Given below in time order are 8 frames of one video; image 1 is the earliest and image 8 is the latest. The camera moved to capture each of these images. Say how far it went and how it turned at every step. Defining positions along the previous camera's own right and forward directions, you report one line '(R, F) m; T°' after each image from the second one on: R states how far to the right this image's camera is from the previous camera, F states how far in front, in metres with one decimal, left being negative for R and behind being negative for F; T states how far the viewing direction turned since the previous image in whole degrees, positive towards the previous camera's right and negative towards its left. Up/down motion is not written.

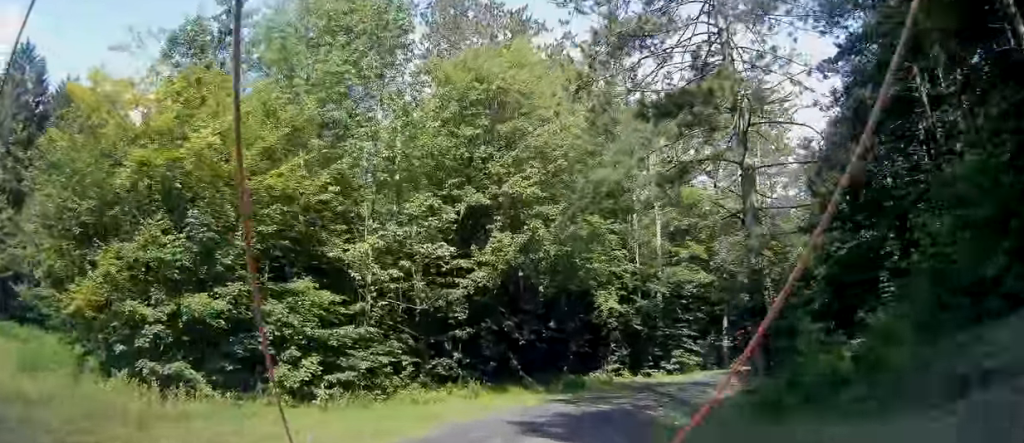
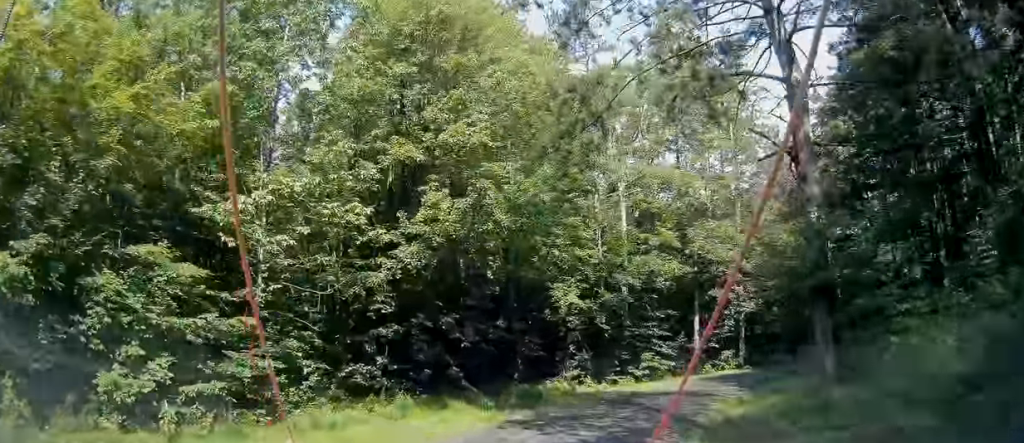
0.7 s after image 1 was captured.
(0.0, +5.9) m; 0°
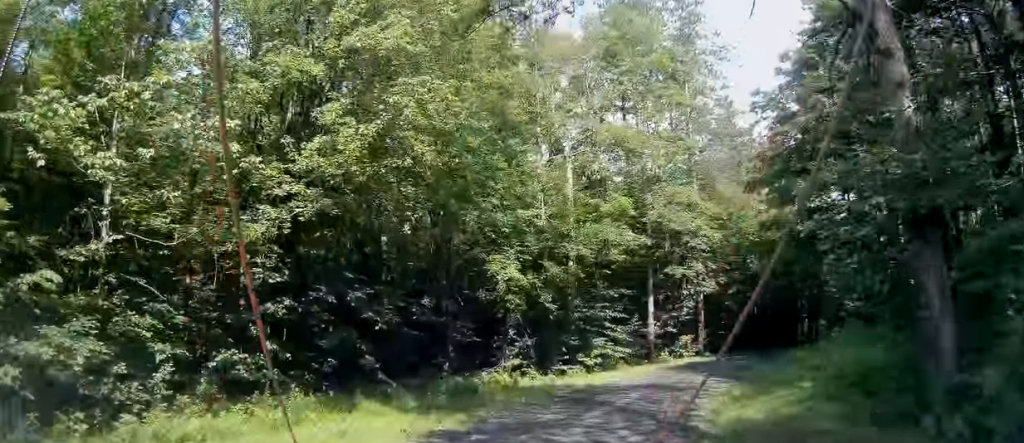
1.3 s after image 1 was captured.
(0.0, +4.7) m; 0°
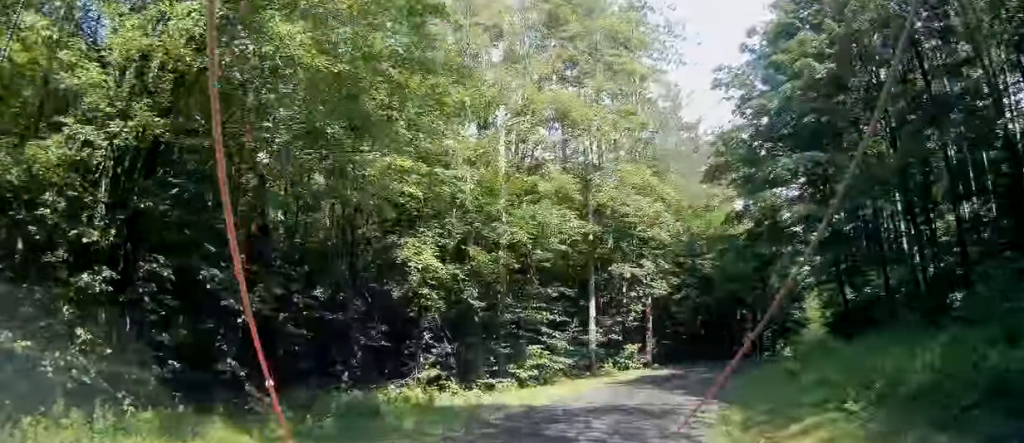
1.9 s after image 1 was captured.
(0.0, +4.8) m; 0°
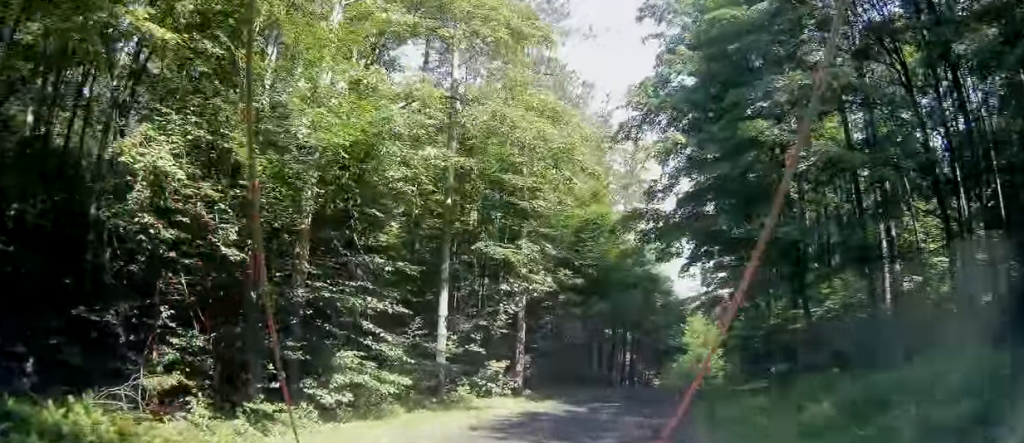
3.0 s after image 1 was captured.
(0.0, +8.6) m; +1°
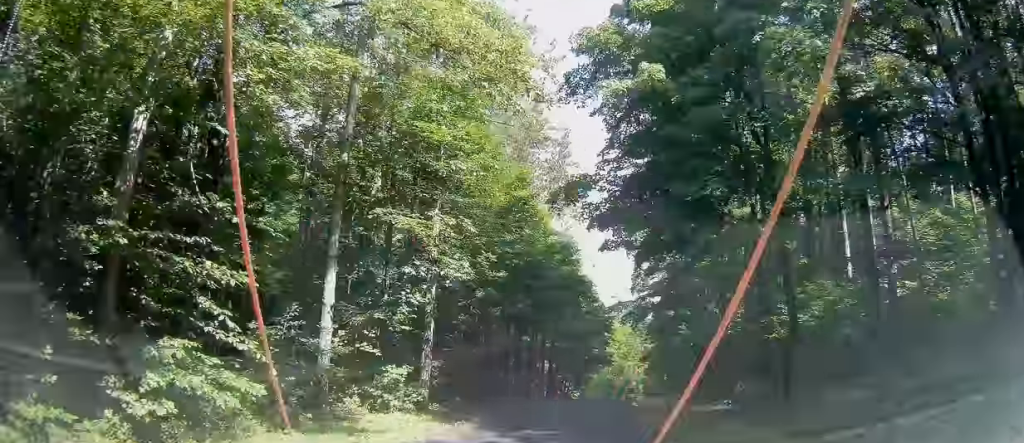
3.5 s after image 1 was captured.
(0.0, +4.3) m; +6°
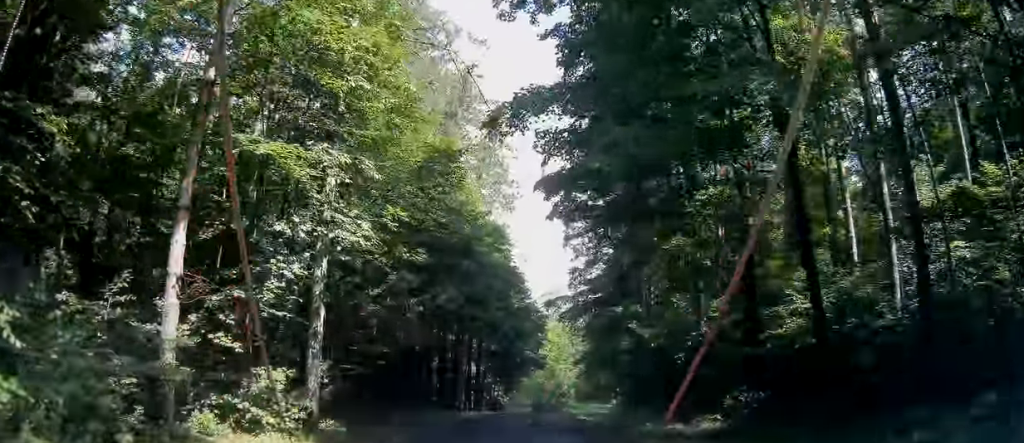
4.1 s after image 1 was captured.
(-0.4, +4.5) m; +12°
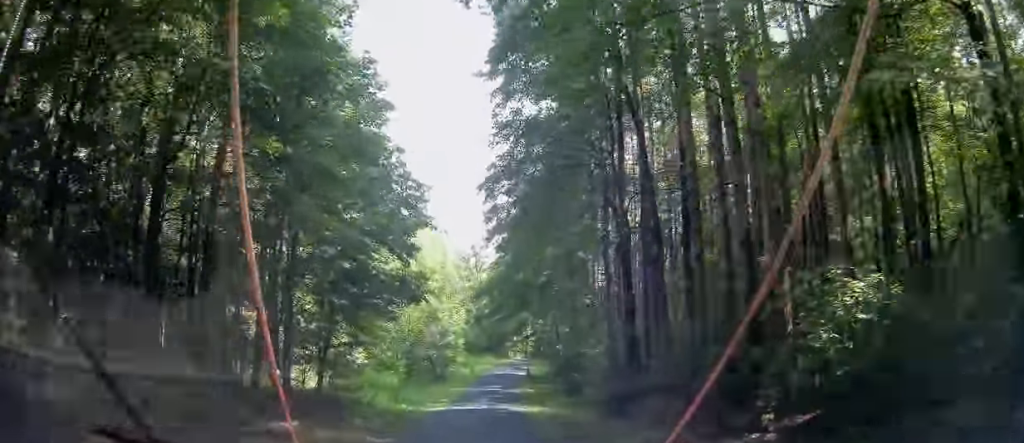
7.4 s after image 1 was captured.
(+9.6, +17.1) m; +32°
